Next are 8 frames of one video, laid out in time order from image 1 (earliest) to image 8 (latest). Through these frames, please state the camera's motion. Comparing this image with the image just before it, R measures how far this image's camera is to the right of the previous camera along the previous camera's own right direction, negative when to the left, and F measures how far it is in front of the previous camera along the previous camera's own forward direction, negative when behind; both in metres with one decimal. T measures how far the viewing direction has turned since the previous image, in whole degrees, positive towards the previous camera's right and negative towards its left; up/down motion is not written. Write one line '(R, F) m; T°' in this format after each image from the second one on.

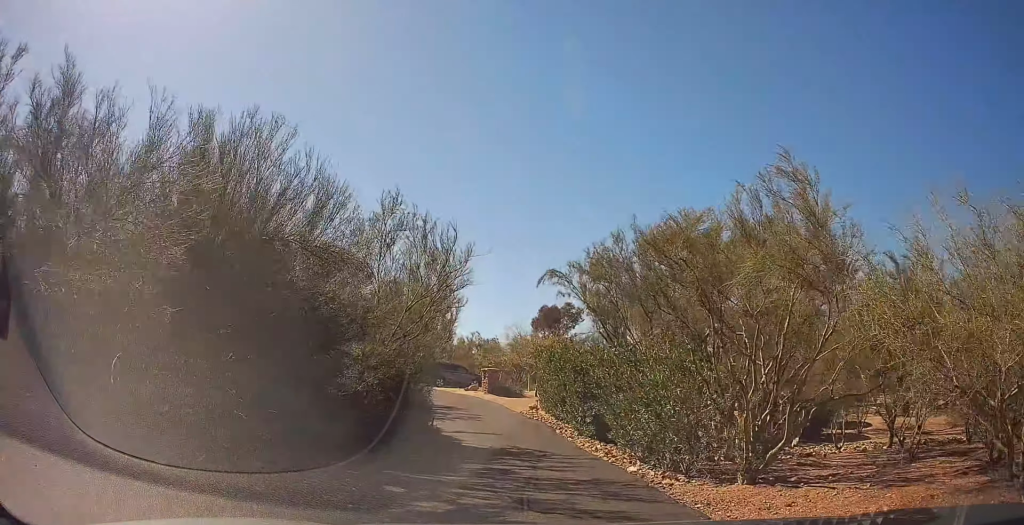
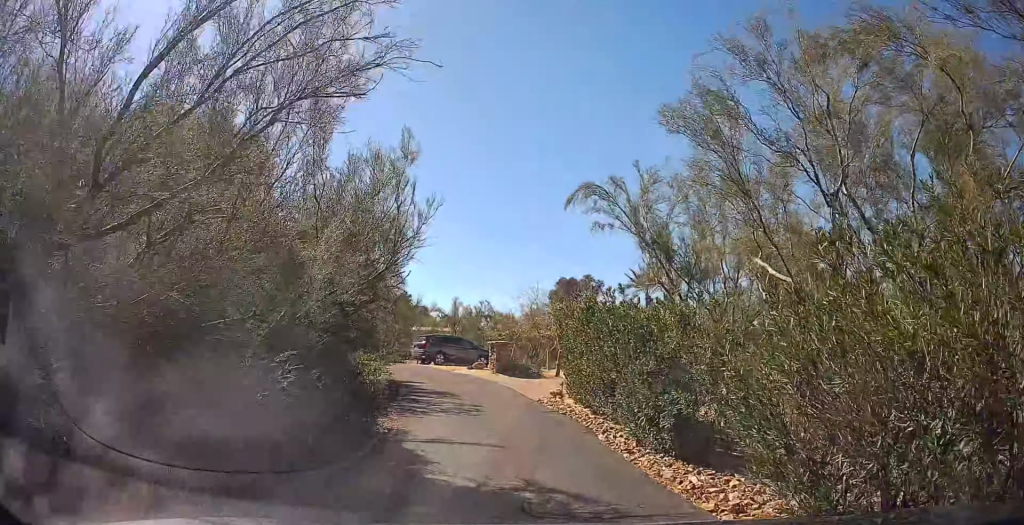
(0.0, +6.8) m; 0°
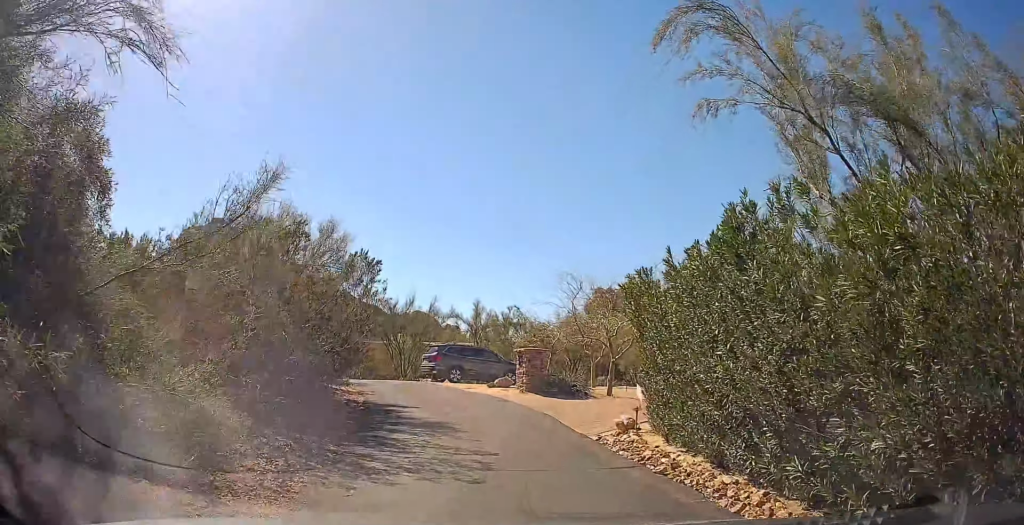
(0.0, +6.4) m; 0°
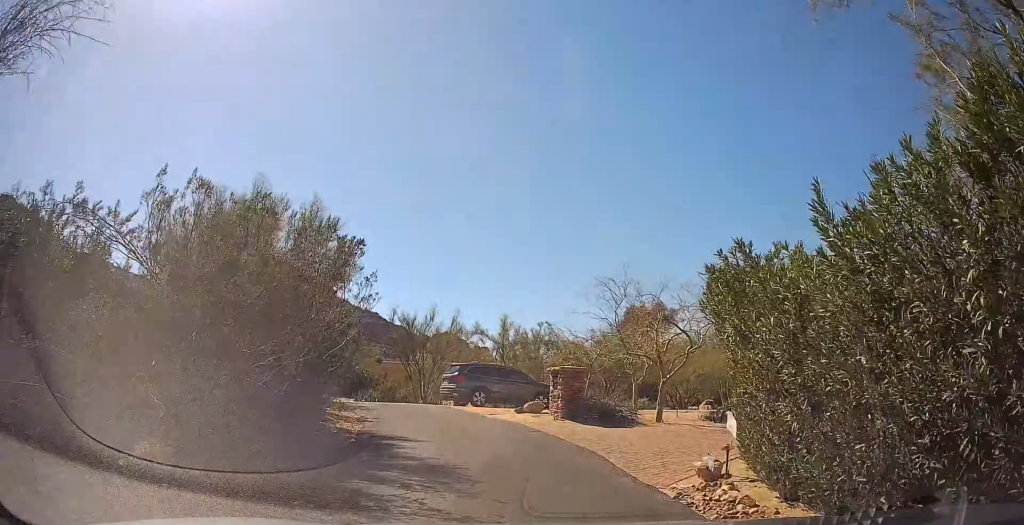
(0.0, +2.8) m; 0°
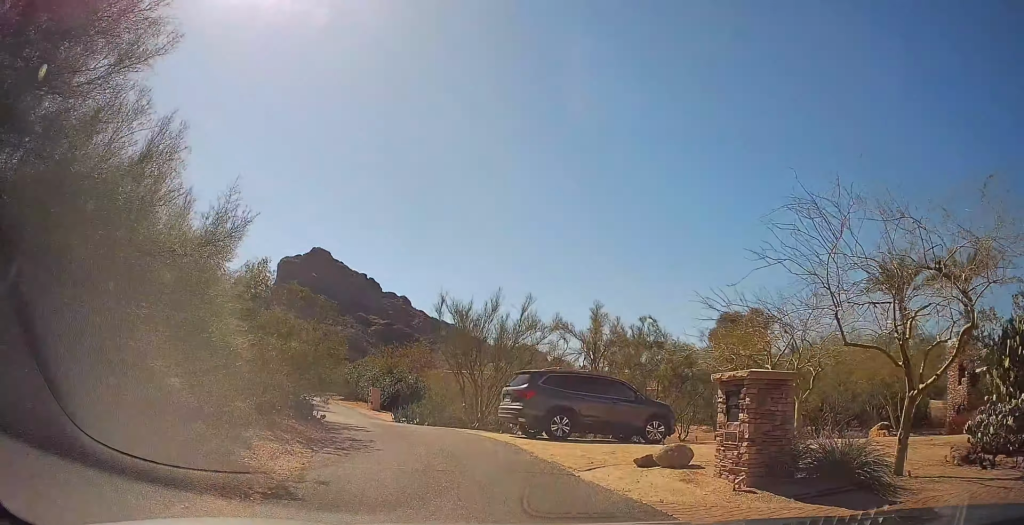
(0.0, +8.1) m; -11°
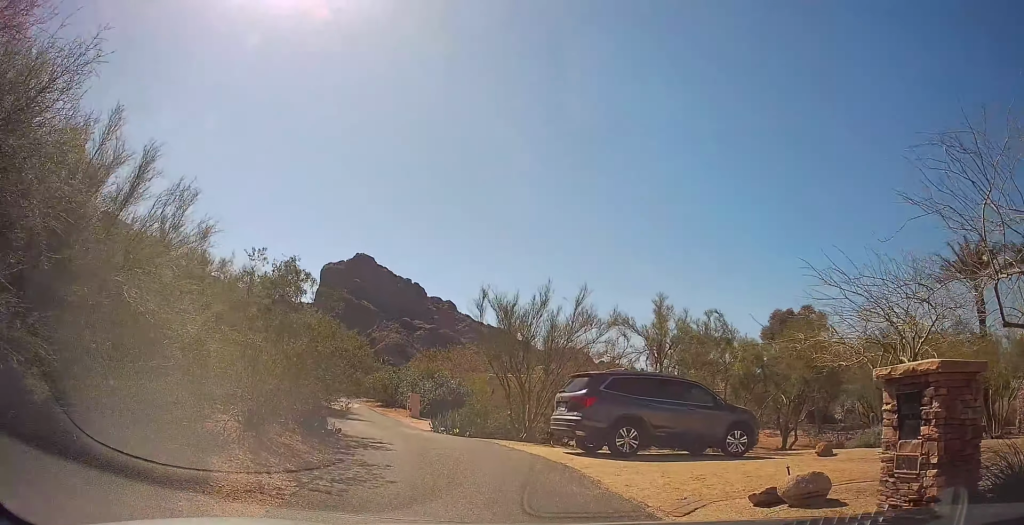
(-0.5, +2.5) m; -13°
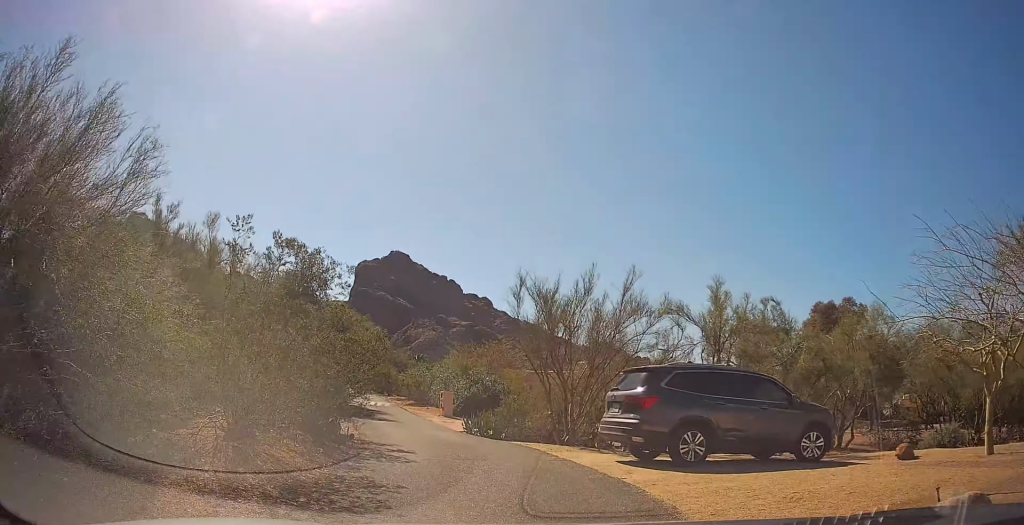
(-0.1, +1.9) m; -9°
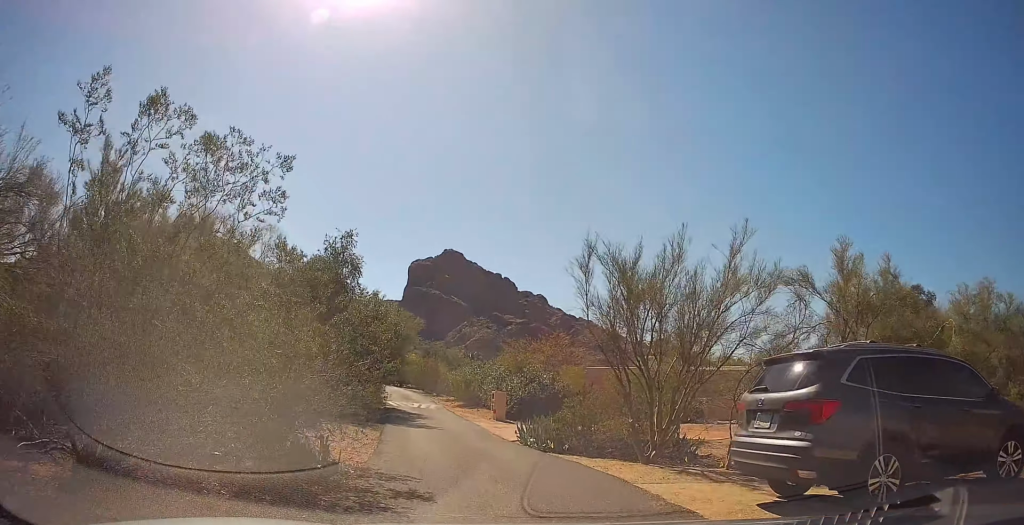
(-0.6, +4.2) m; -2°
